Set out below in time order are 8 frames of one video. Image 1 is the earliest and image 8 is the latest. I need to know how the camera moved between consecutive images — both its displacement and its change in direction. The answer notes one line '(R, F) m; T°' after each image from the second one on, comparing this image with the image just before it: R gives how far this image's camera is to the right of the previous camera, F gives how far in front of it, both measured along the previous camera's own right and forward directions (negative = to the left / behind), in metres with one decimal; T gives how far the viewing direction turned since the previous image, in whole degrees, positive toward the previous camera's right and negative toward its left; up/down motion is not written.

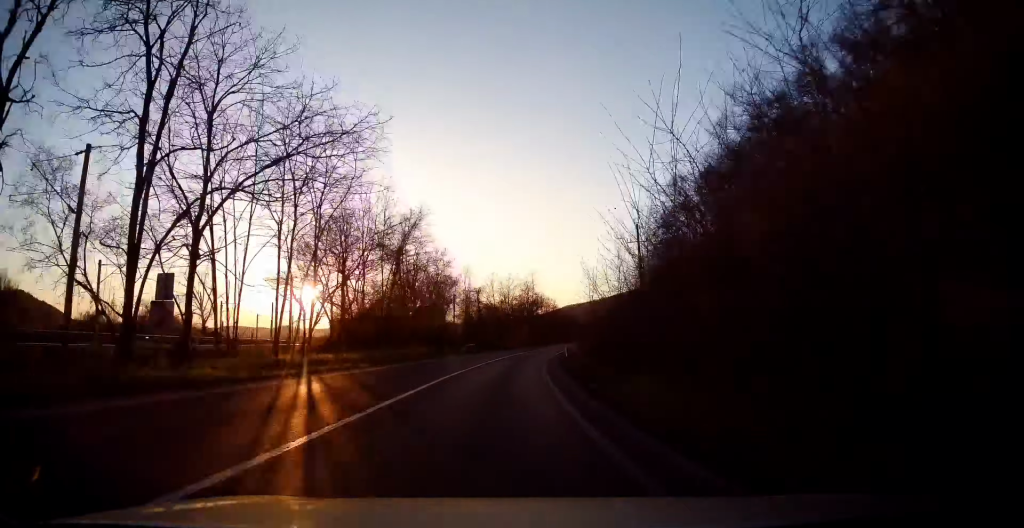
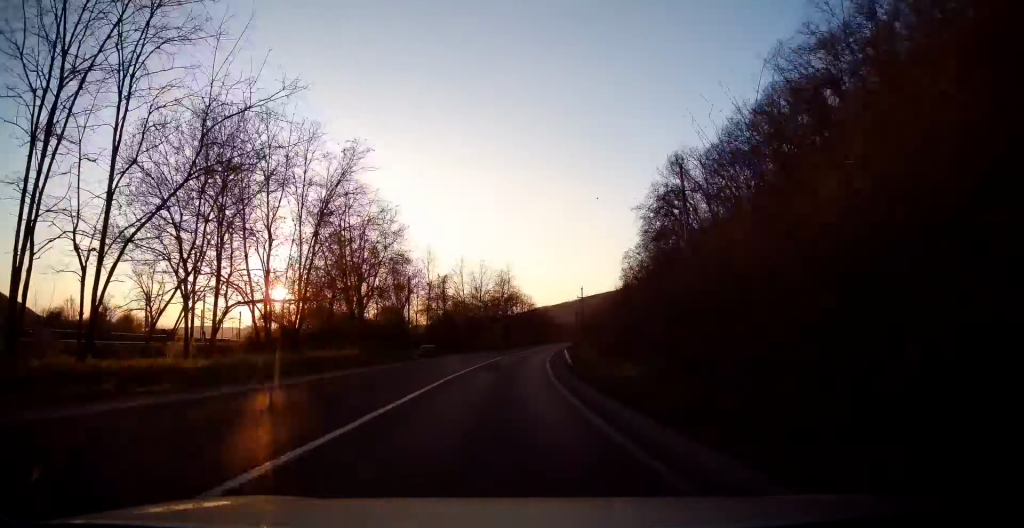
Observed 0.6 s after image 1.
(+0.6, +16.6) m; +3°
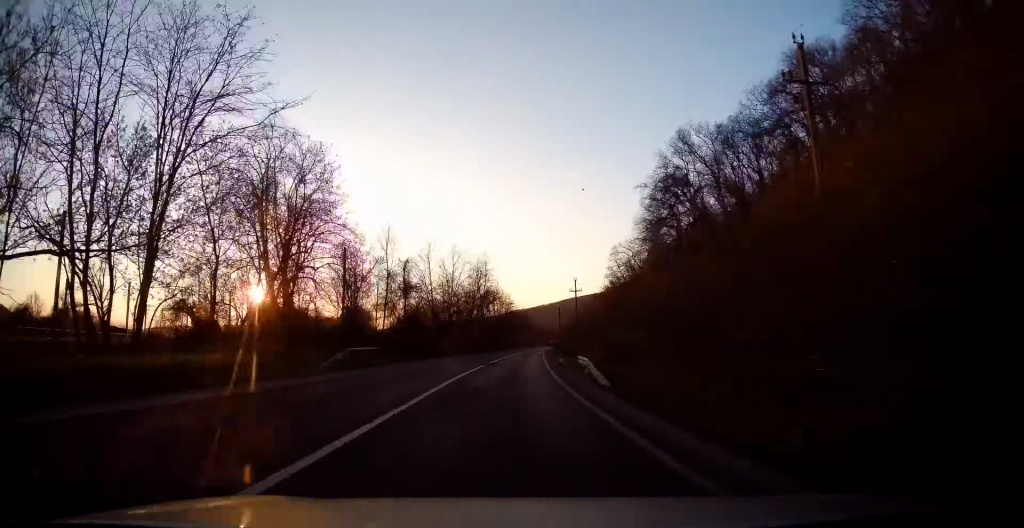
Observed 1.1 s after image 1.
(+0.1, +14.8) m; +2°
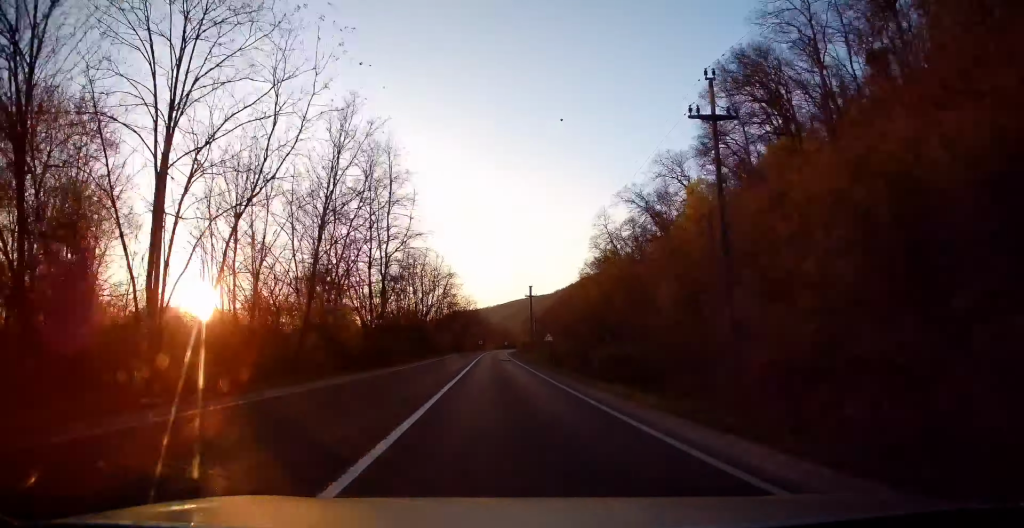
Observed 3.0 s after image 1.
(+3.6, +53.6) m; +8°
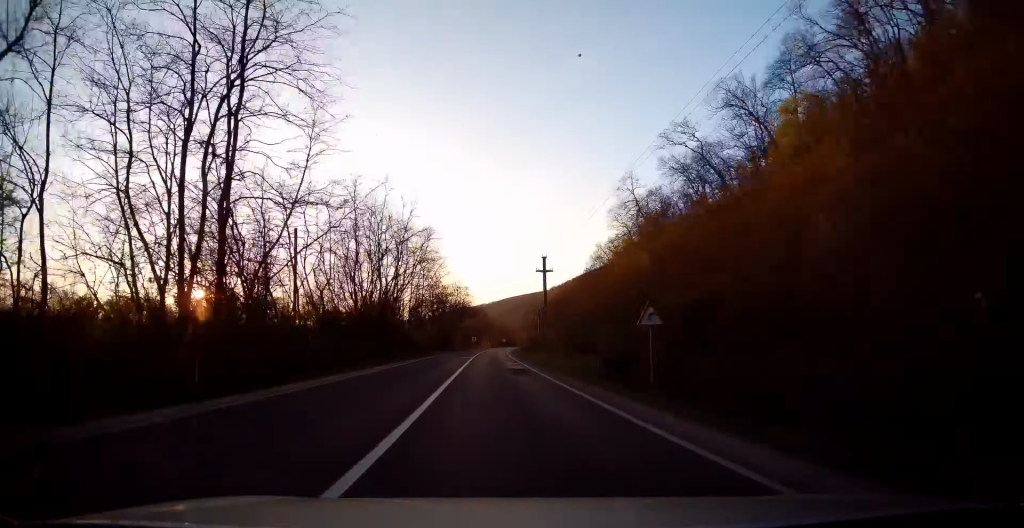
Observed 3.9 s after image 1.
(+1.0, +25.6) m; +1°
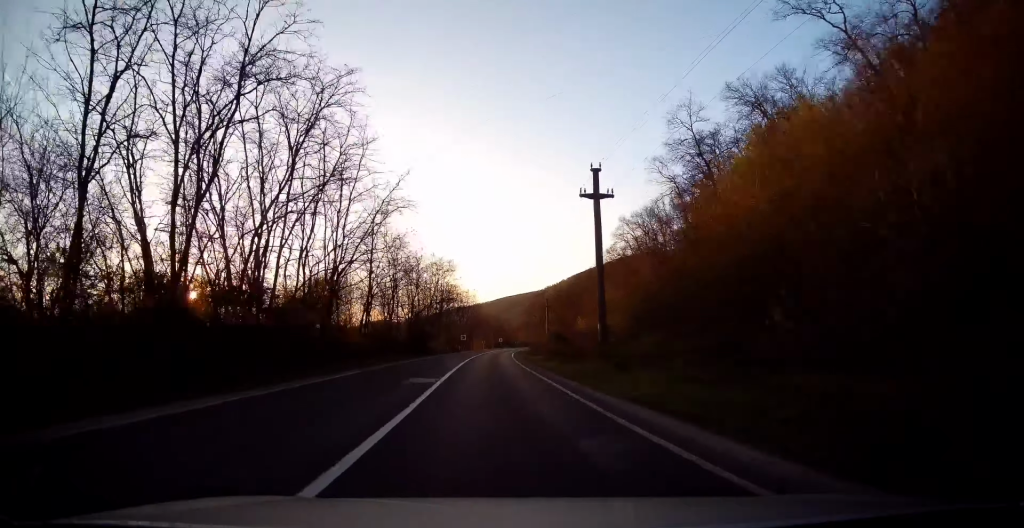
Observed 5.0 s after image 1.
(-0.7, +30.4) m; 0°
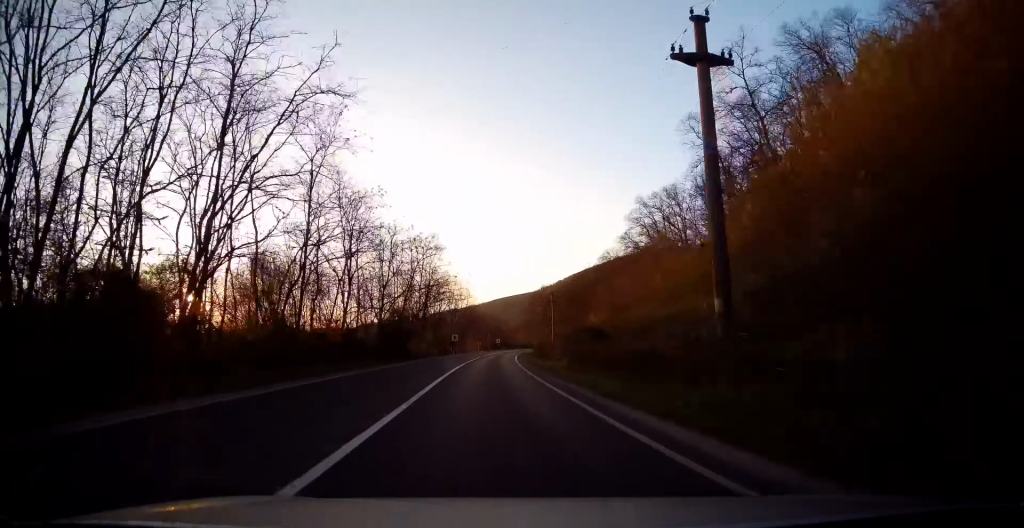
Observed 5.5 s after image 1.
(+0.4, +15.2) m; +1°
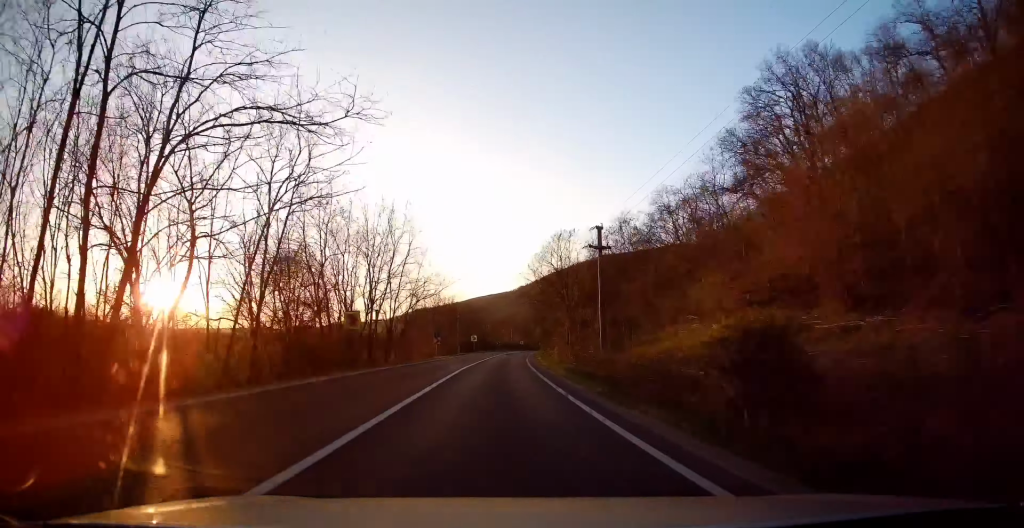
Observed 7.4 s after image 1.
(+0.8, +52.1) m; +2°
